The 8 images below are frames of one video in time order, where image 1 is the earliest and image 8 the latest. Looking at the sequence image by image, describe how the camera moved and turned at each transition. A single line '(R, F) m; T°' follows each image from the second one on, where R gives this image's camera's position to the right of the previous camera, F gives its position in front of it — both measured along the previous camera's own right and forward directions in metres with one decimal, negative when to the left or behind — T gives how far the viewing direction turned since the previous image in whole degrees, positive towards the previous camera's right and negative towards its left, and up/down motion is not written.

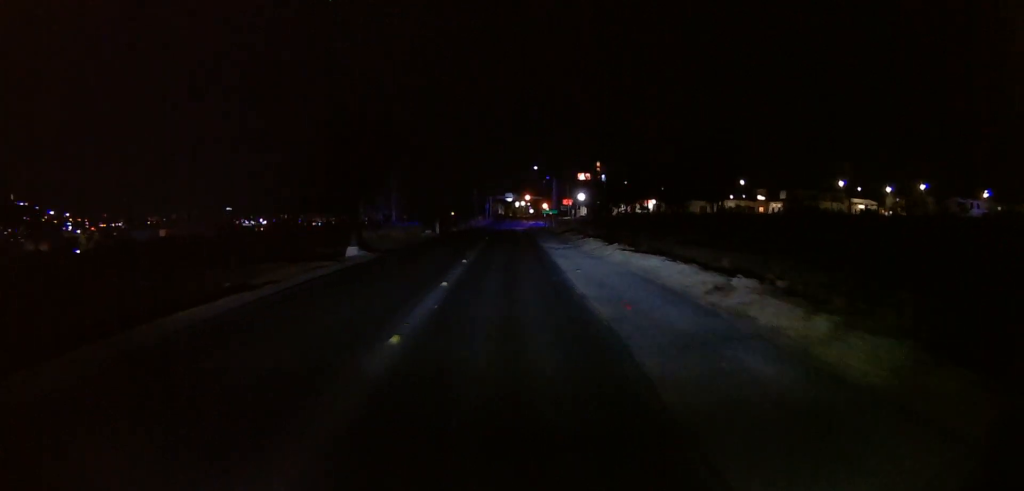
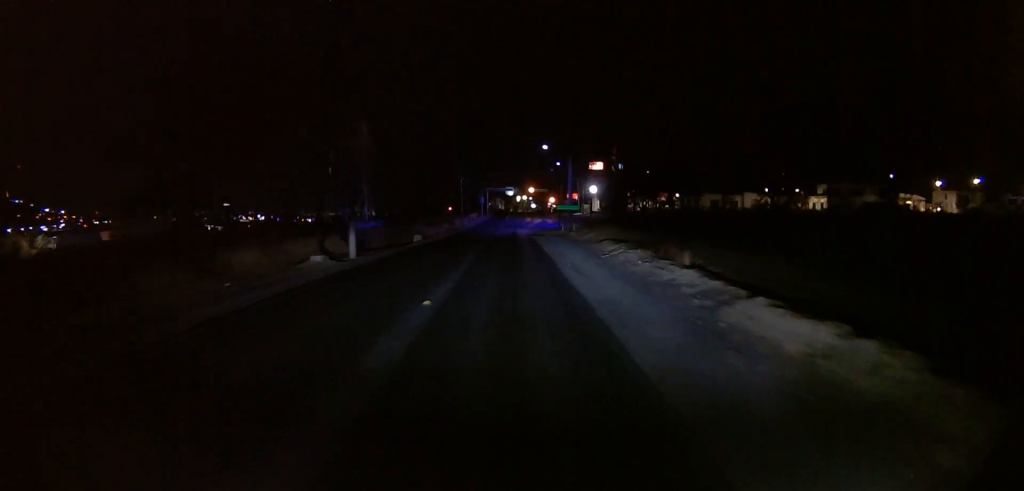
(-0.5, +30.4) m; +2°
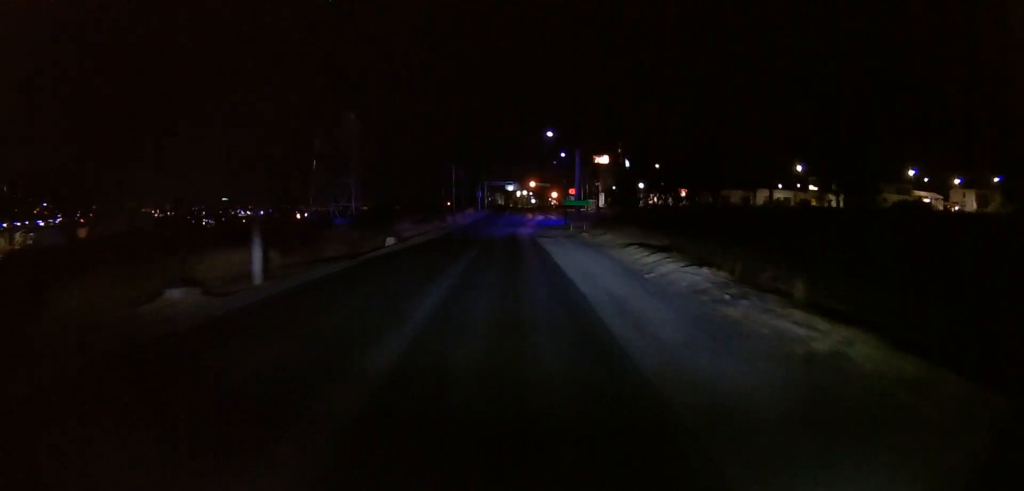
(+0.2, +10.5) m; -1°
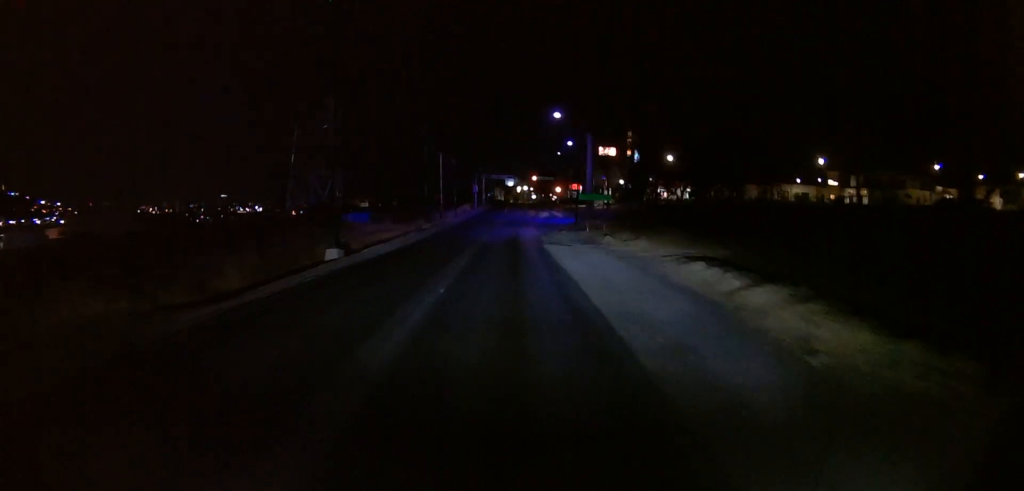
(-0.4, +12.3) m; -1°
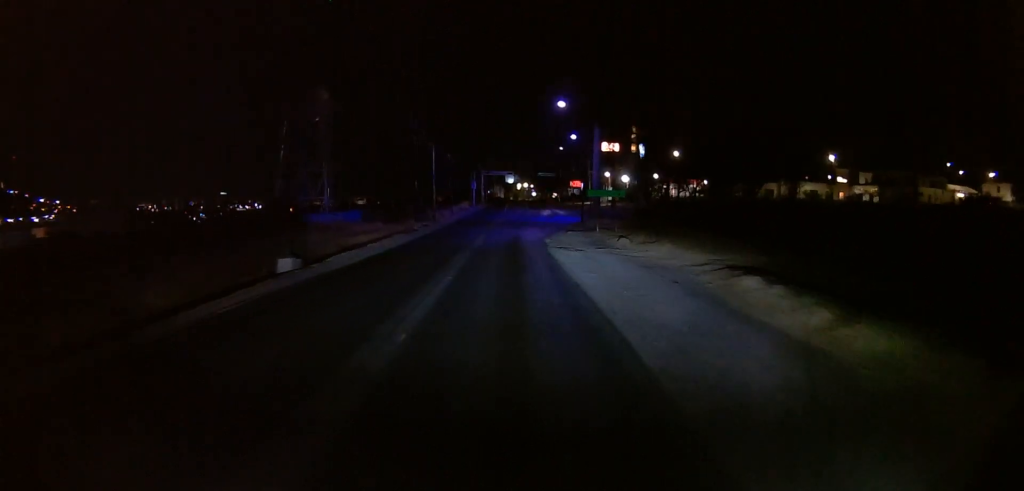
(-0.2, +5.3) m; 0°
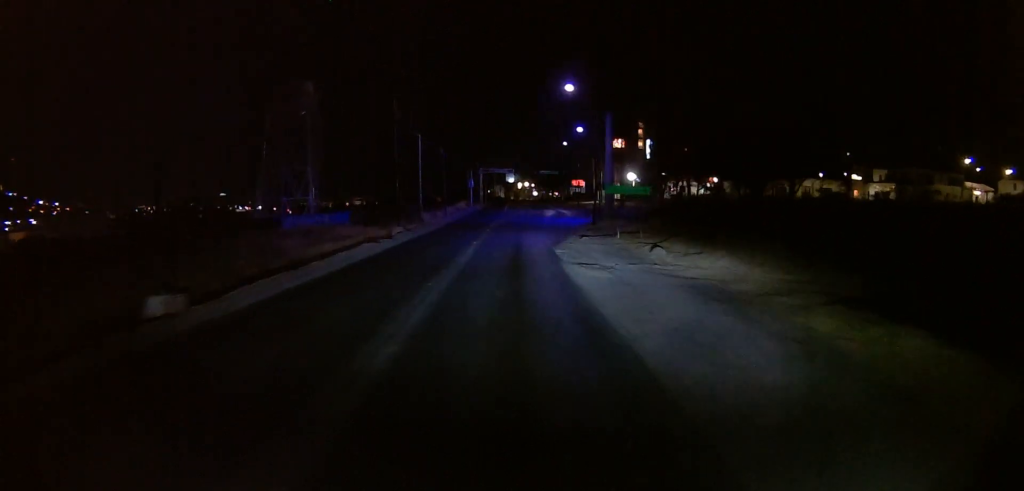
(+0.4, +7.7) m; 0°
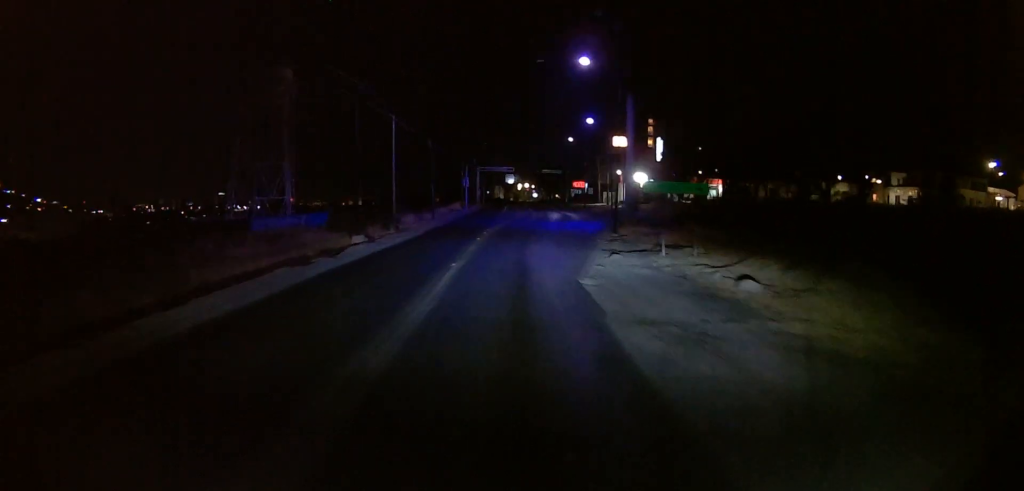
(-0.1, +9.6) m; 0°
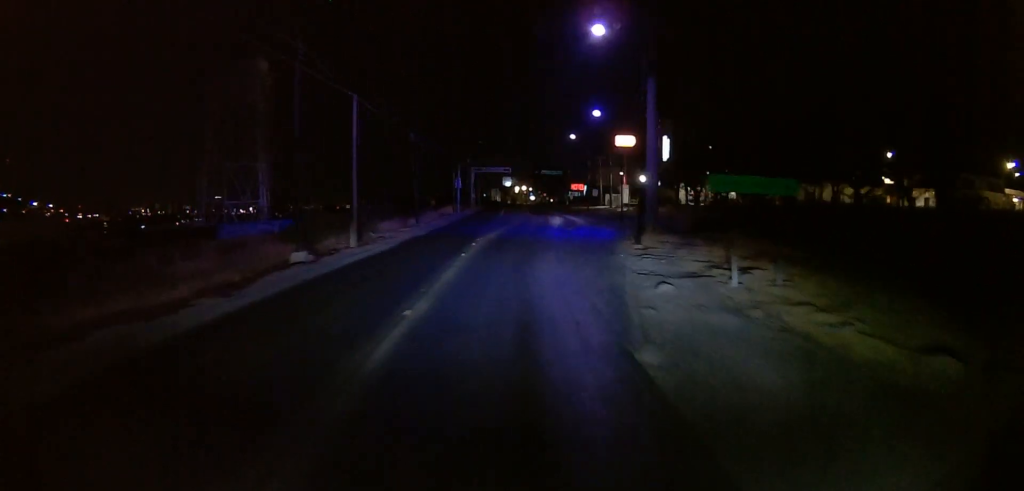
(-0.2, +7.6) m; +1°
